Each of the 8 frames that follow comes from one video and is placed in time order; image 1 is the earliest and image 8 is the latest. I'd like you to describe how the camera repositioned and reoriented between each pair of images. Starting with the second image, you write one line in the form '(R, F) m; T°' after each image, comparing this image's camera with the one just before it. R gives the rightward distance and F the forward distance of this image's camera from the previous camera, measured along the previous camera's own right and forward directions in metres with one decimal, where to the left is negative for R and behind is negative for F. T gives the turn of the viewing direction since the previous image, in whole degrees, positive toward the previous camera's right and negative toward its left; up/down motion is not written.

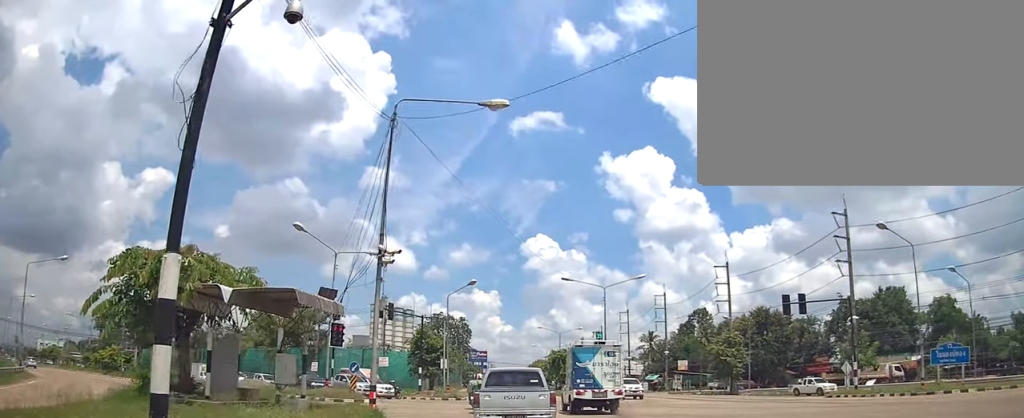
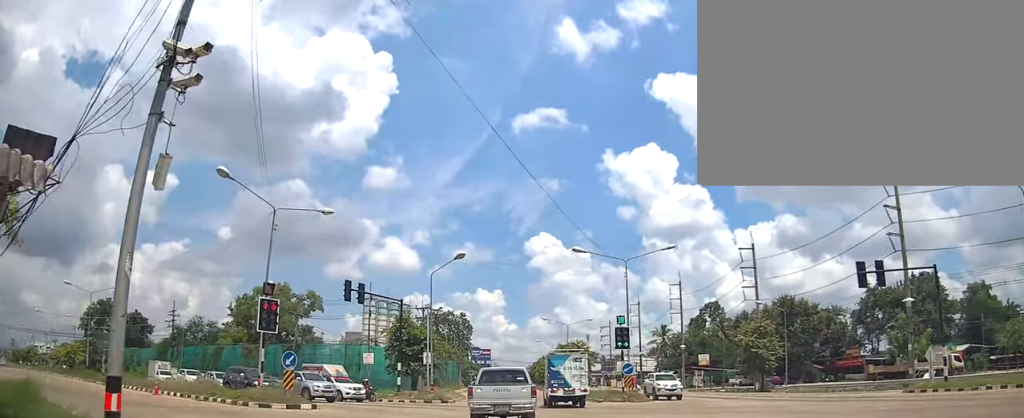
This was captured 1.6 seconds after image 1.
(+0.5, +7.9) m; +4°
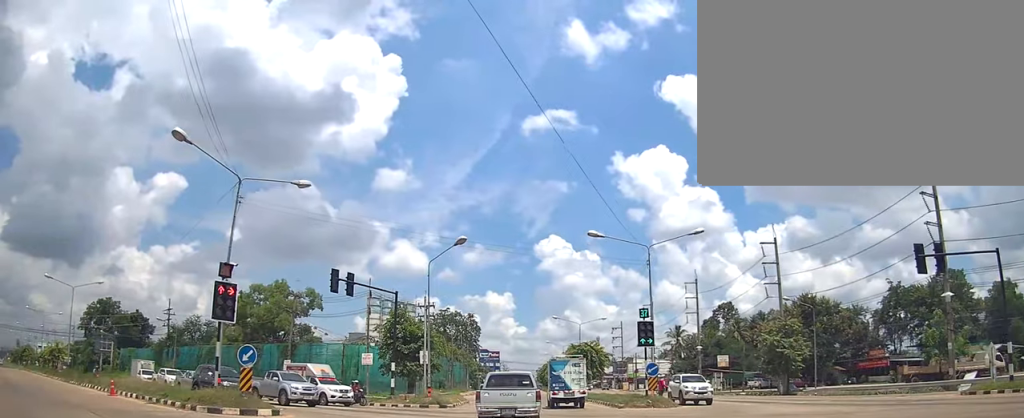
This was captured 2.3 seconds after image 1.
(-0.1, +3.9) m; 0°
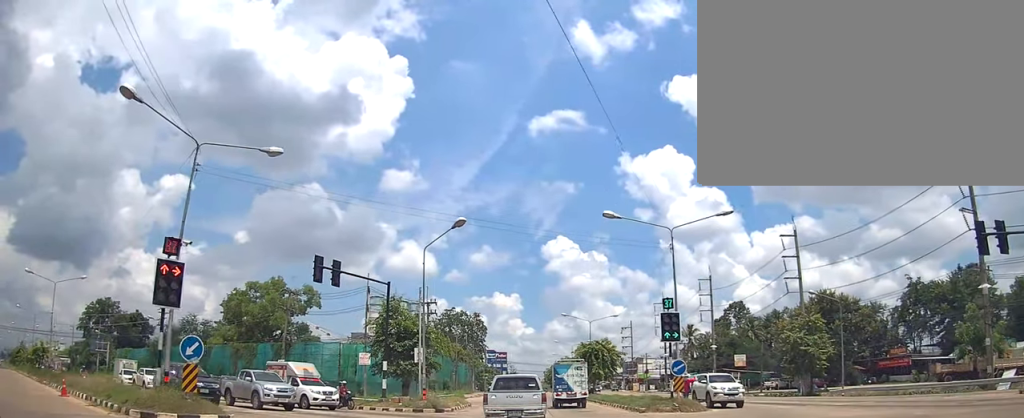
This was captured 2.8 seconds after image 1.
(0.0, +3.4) m; 0°
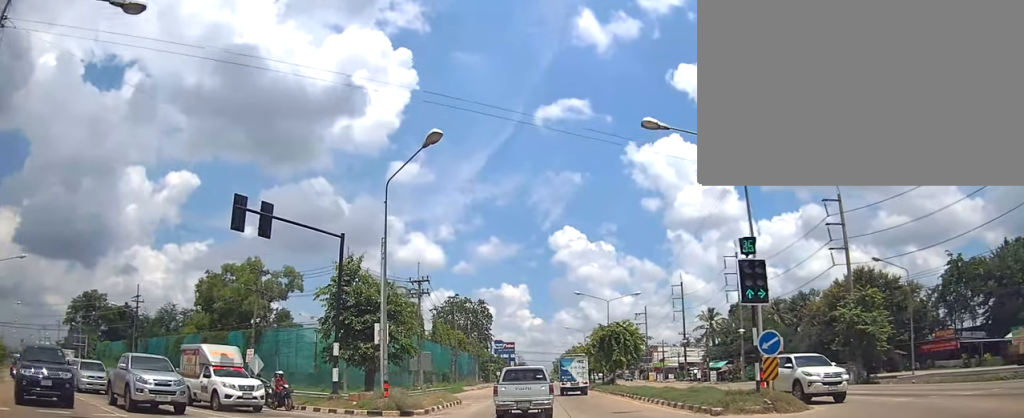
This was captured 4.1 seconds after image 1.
(0.0, +8.3) m; 0°
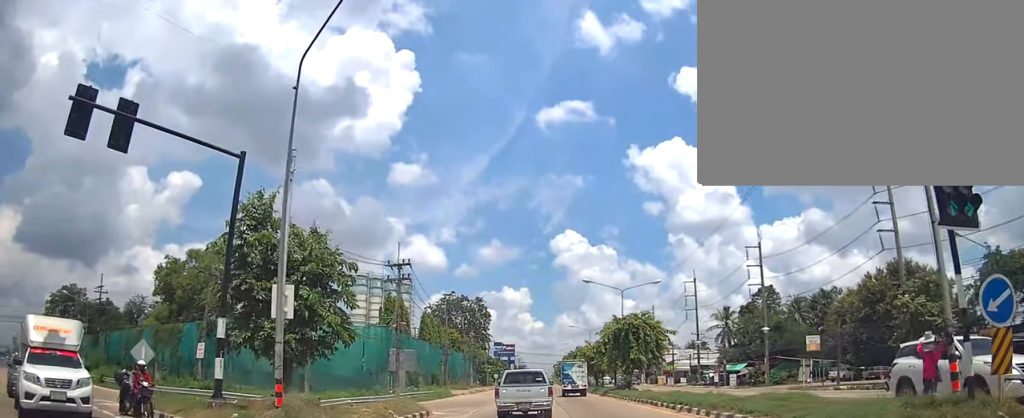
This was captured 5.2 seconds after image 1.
(-0.1, +7.7) m; -1°
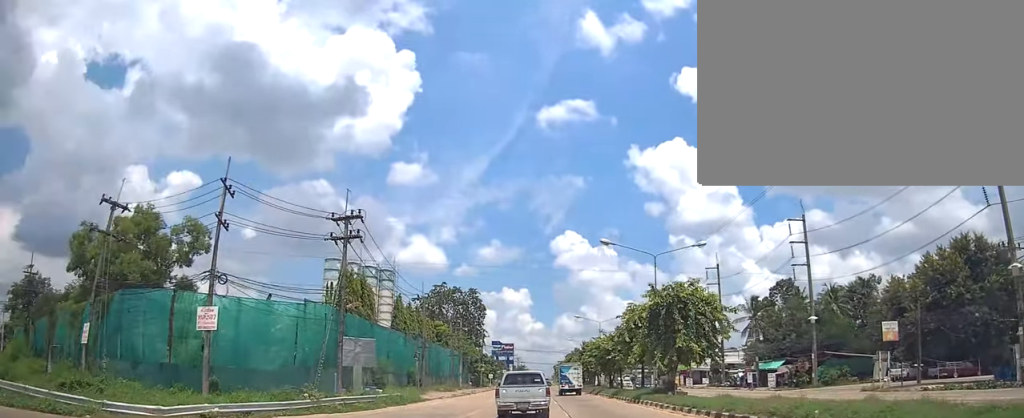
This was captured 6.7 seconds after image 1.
(0.0, +11.9) m; +1°
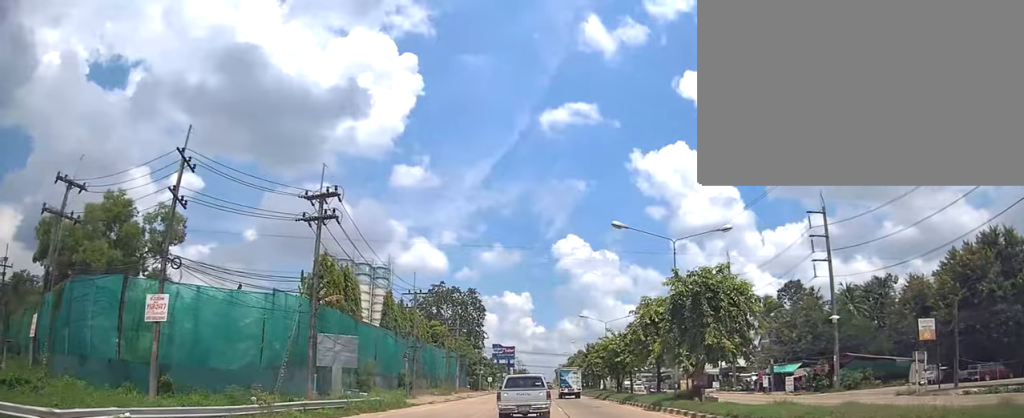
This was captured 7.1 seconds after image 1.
(+0.1, +4.0) m; 0°
